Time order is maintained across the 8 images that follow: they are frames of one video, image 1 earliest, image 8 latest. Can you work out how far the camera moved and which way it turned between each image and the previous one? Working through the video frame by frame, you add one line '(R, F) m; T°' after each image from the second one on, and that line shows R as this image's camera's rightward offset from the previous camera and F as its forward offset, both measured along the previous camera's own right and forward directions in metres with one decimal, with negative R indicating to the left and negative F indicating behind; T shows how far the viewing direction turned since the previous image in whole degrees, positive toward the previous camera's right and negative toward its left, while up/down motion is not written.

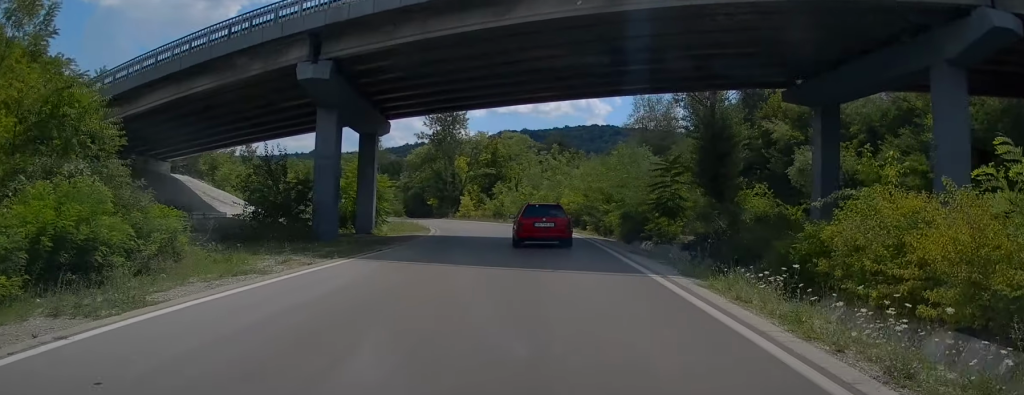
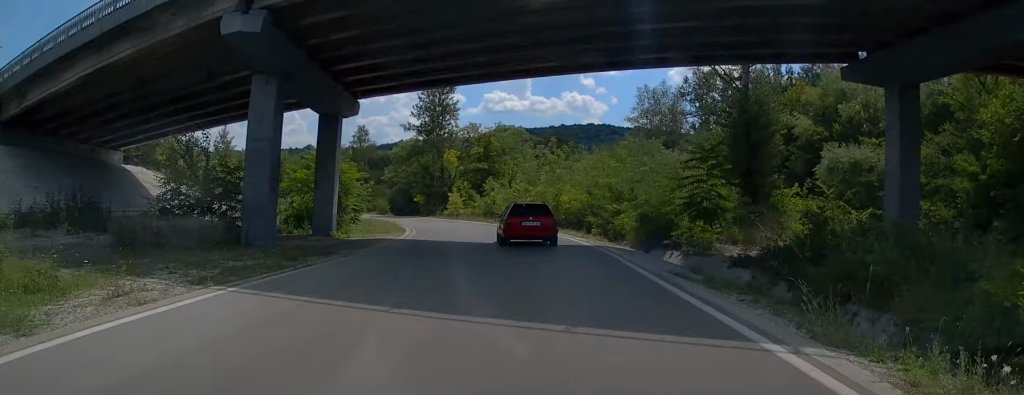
(+0.1, +6.1) m; 0°
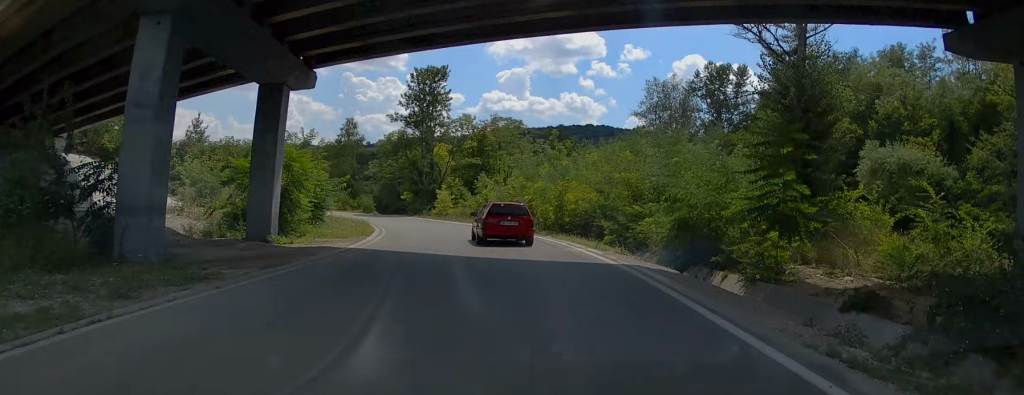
(0.0, +6.4) m; 0°
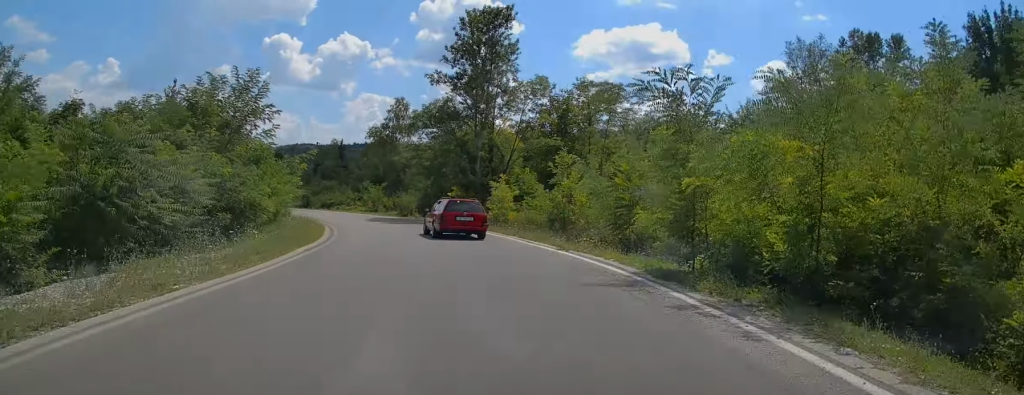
(-0.5, +20.8) m; -5°
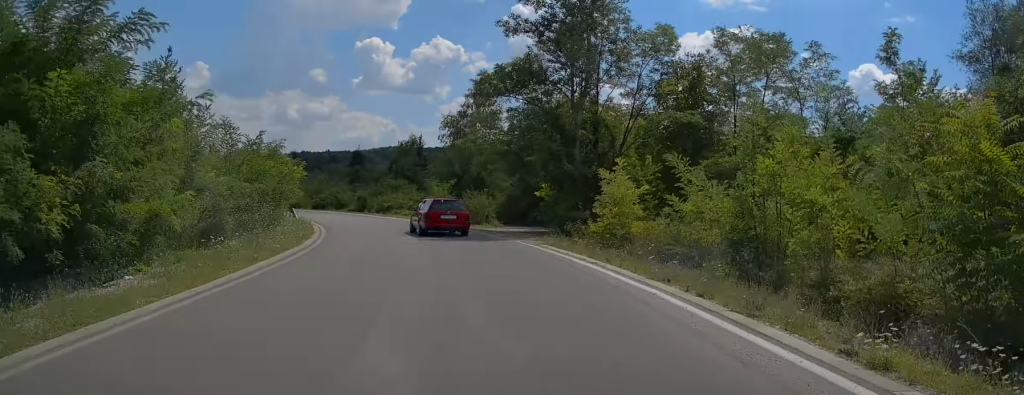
(-1.1, +14.2) m; -8°
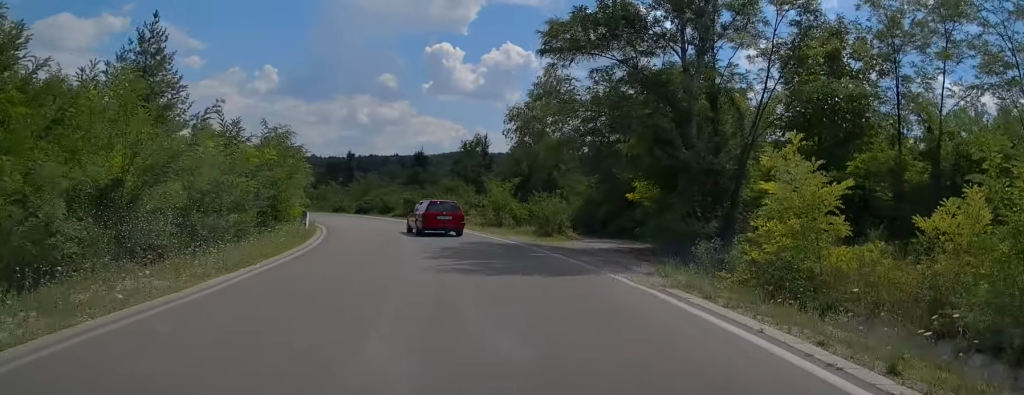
(-0.5, +9.7) m; -6°
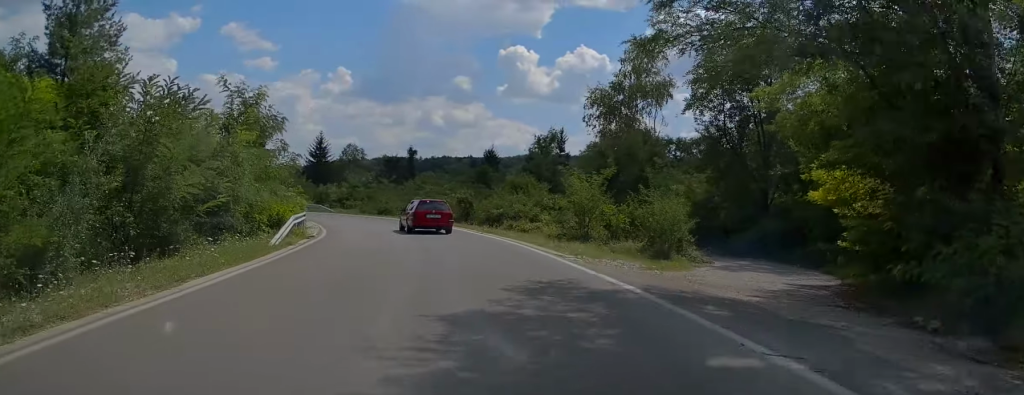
(-0.6, +11.4) m; -6°
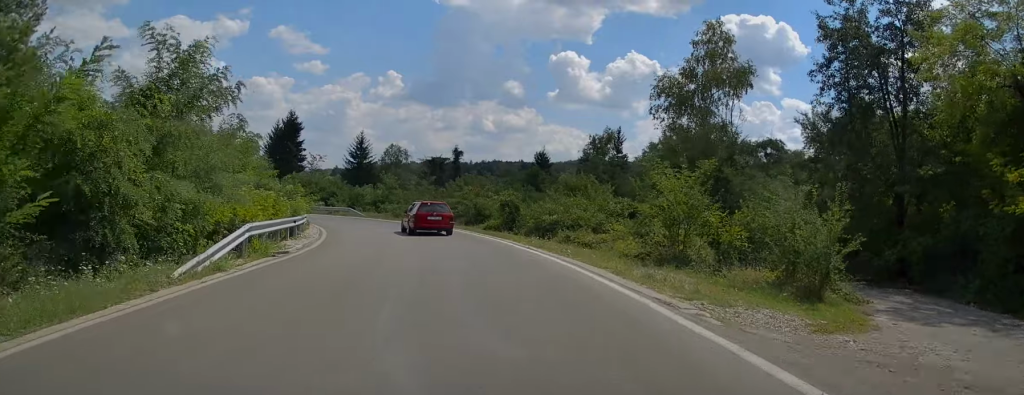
(-0.4, +7.2) m; -4°
